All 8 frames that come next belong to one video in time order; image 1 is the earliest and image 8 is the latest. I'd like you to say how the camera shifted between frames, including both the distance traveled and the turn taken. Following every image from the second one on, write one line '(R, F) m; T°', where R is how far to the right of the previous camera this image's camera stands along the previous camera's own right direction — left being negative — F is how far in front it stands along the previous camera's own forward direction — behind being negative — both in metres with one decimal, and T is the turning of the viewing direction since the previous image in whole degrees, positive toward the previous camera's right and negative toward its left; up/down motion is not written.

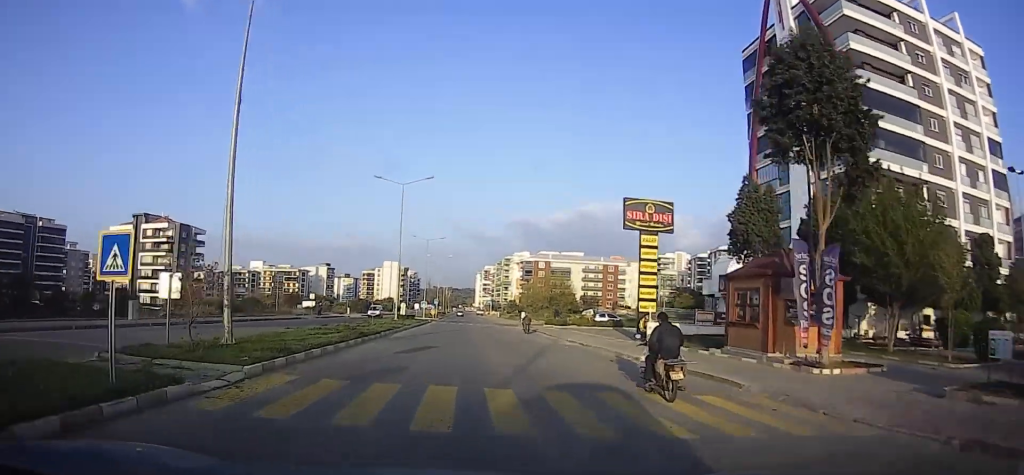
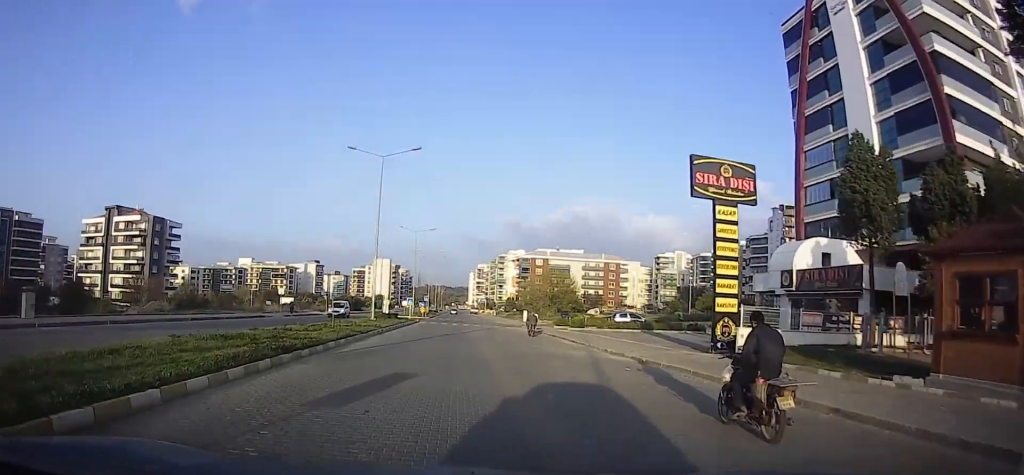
(0.0, +10.8) m; 0°
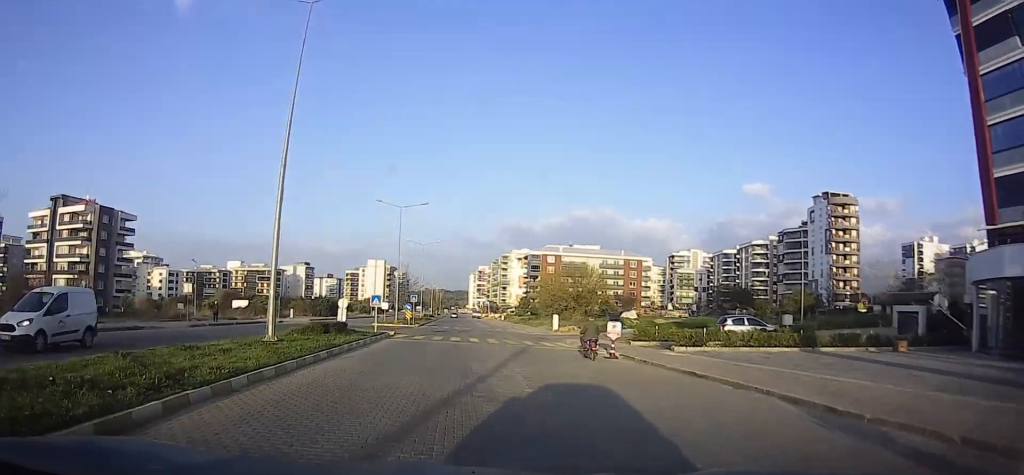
(0.0, +23.7) m; 0°
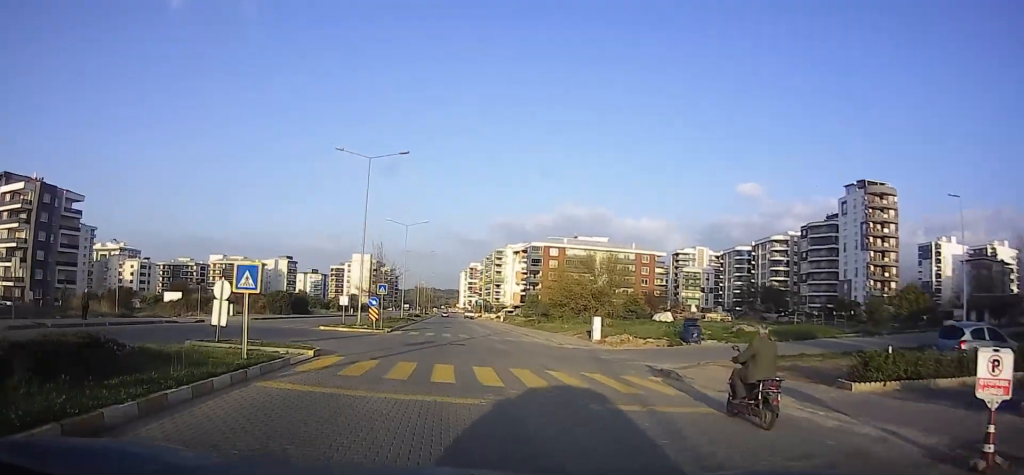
(0.0, +18.6) m; +1°
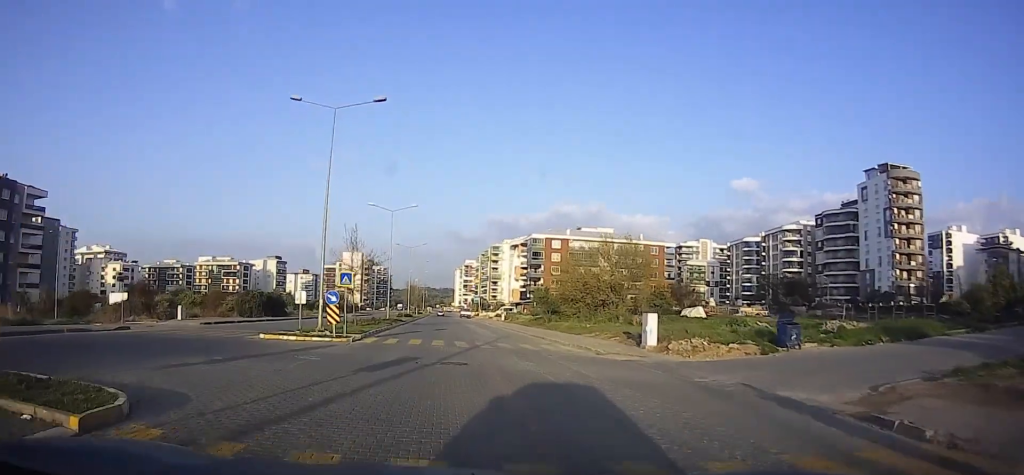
(+0.1, +10.5) m; +1°
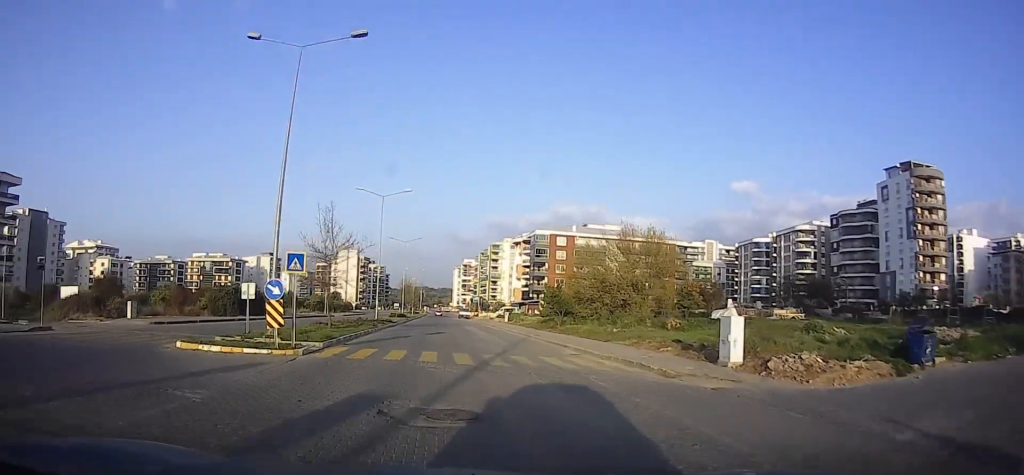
(+0.1, +7.7) m; +1°
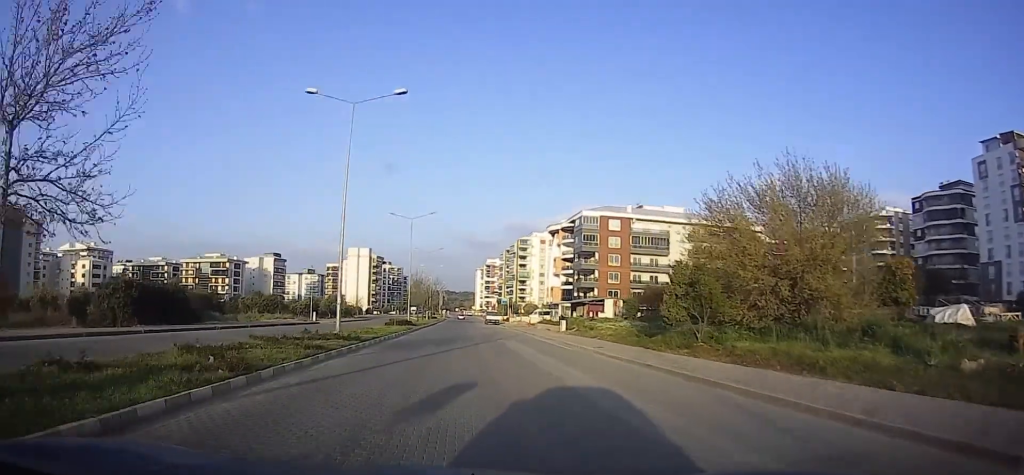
(-0.8, +25.3) m; -5°
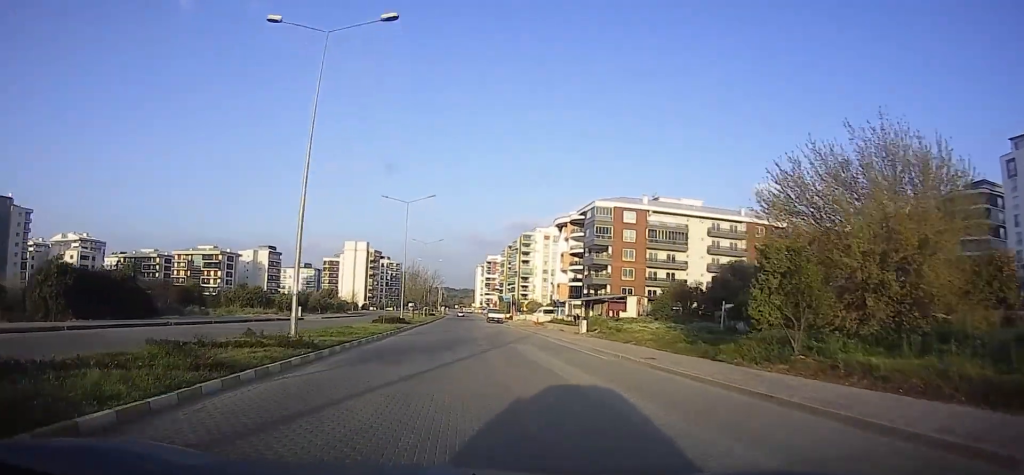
(-0.1, +7.4) m; -1°
